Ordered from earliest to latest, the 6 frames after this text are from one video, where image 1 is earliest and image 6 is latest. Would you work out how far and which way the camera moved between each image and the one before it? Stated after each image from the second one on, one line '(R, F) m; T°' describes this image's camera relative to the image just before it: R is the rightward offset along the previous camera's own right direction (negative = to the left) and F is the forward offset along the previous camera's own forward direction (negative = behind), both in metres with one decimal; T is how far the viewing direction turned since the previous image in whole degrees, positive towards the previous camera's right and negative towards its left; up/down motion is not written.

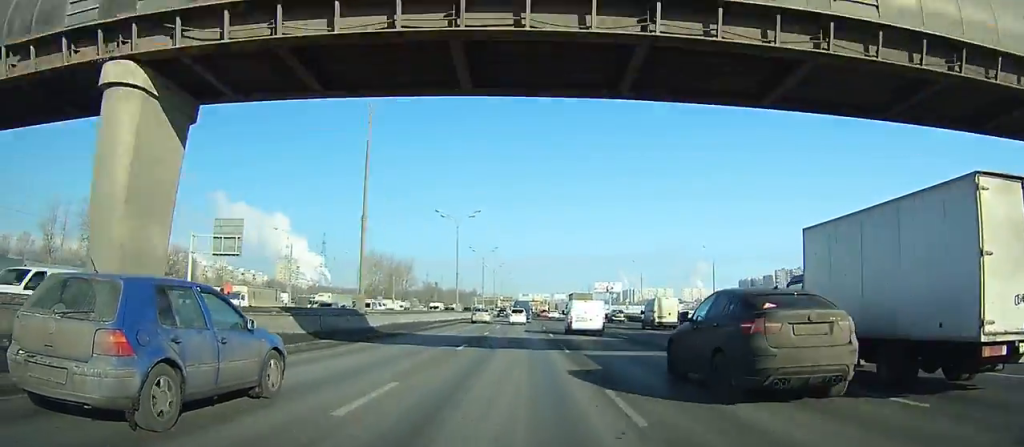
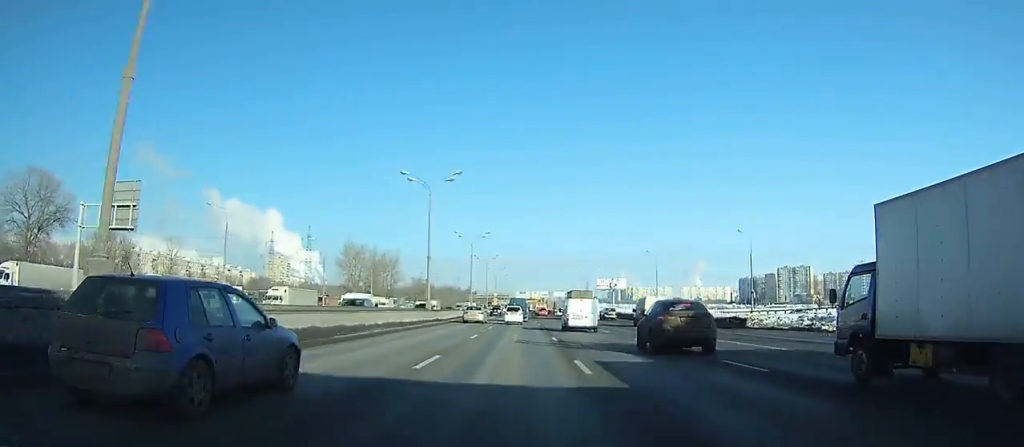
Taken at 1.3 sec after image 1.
(-0.1, +18.7) m; 0°
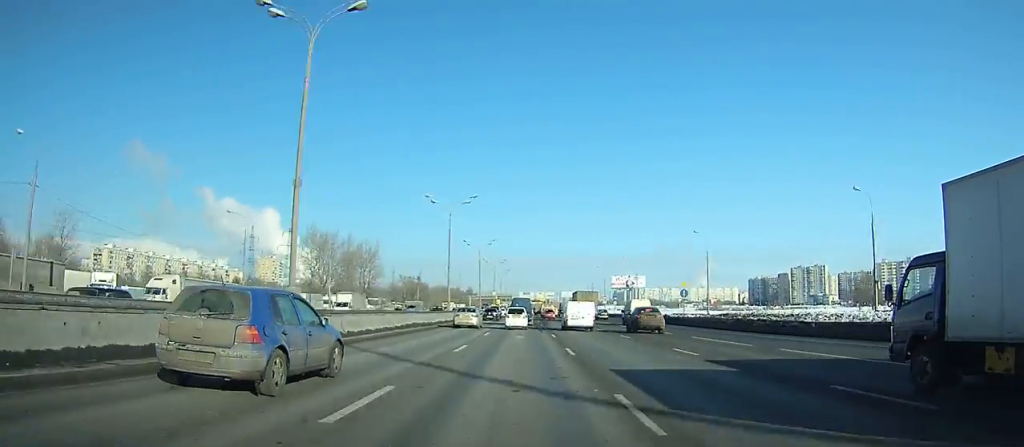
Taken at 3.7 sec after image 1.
(+0.1, +30.0) m; 0°
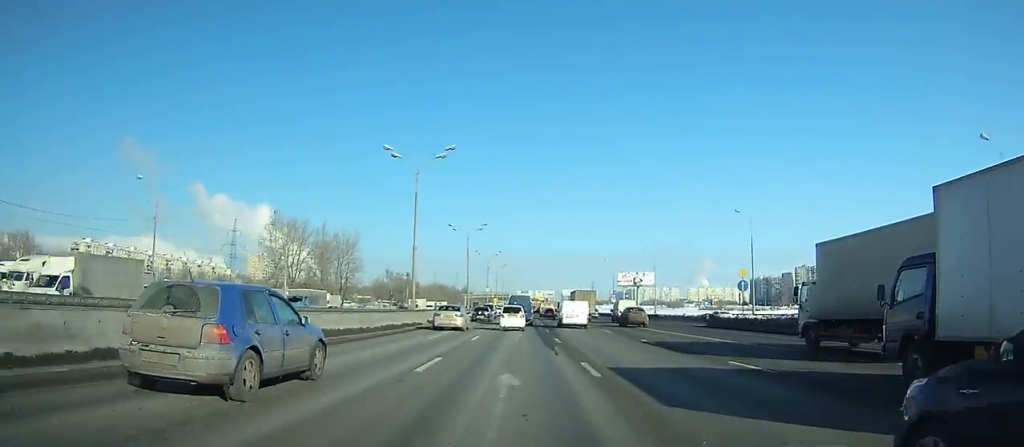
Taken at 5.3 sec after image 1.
(0.0, +18.2) m; 0°
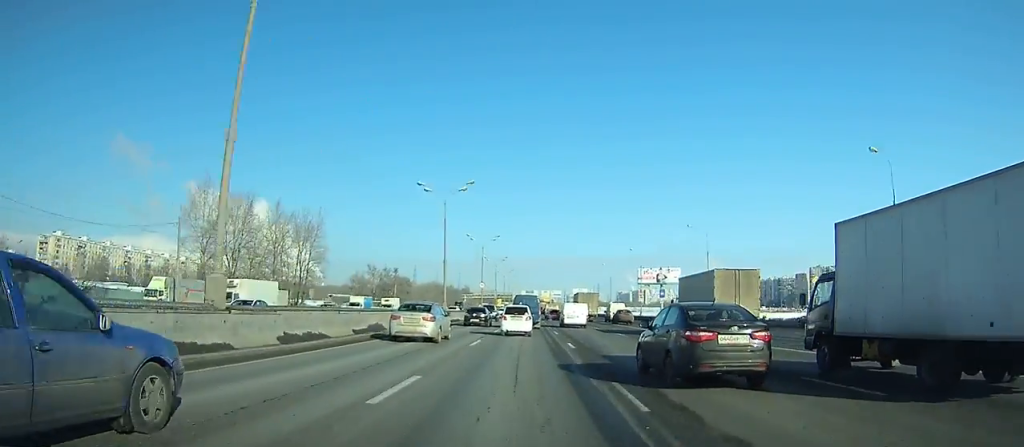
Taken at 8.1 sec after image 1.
(-0.1, +27.7) m; -1°
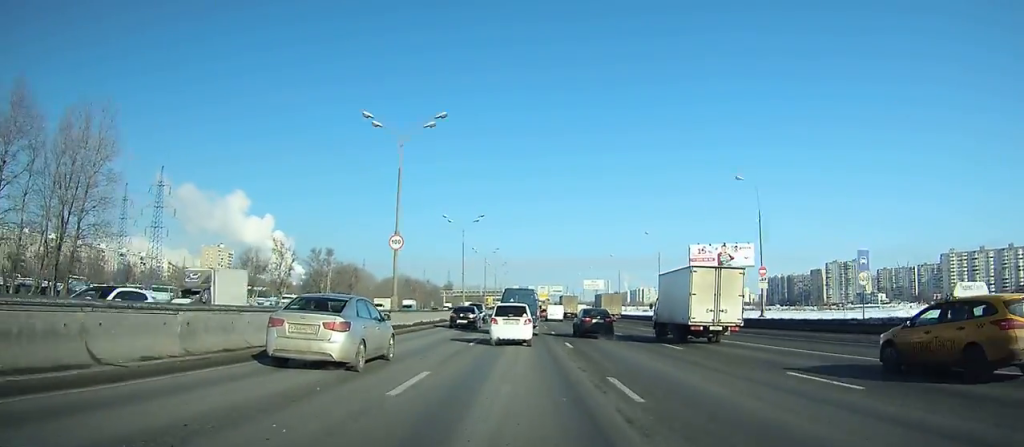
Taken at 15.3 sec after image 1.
(0.0, +55.6) m; 0°
